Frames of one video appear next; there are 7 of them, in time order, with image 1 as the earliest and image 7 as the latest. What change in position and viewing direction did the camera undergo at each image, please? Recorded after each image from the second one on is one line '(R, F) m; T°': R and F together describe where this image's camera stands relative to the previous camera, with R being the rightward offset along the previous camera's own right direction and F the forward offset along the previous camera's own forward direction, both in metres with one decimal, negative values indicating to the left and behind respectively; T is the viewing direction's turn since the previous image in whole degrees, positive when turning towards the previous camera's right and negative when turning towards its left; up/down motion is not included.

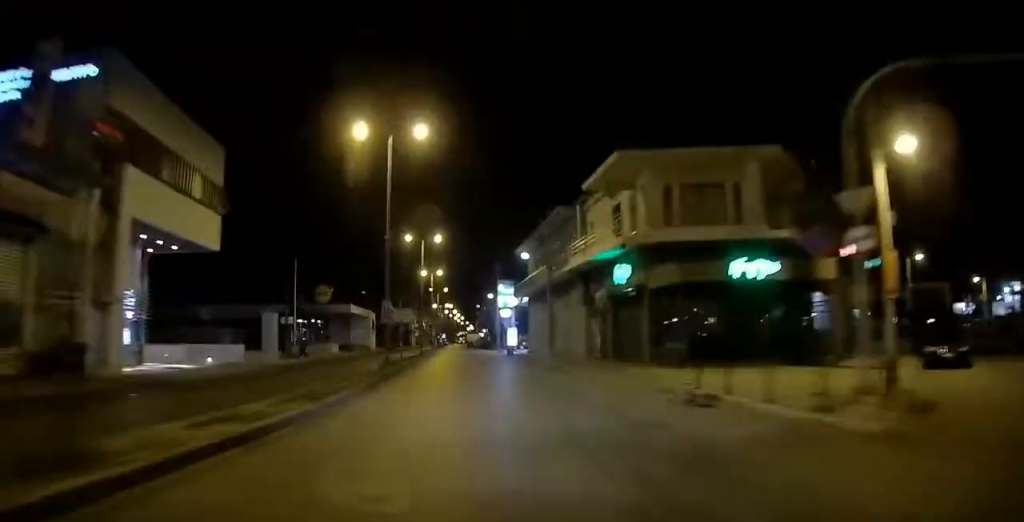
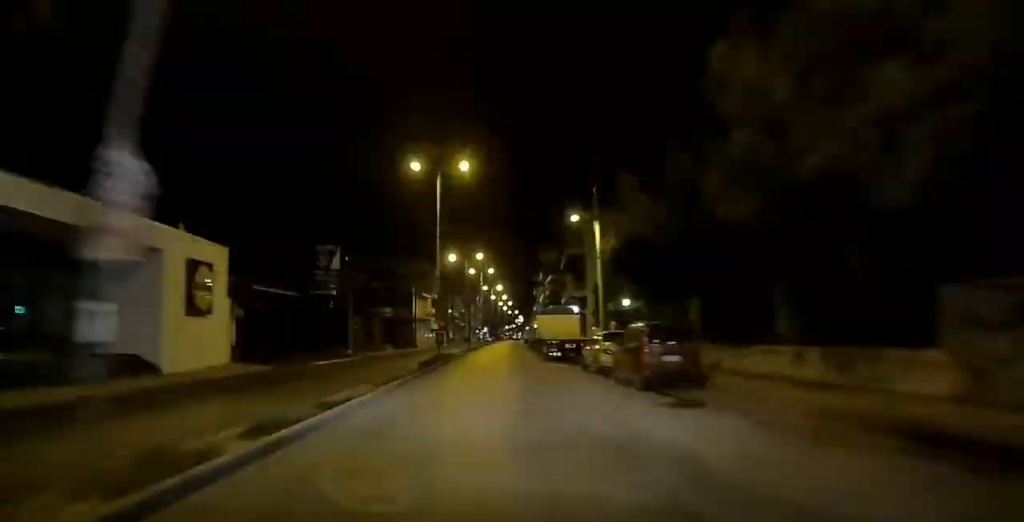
(-1.9, +76.6) m; -1°
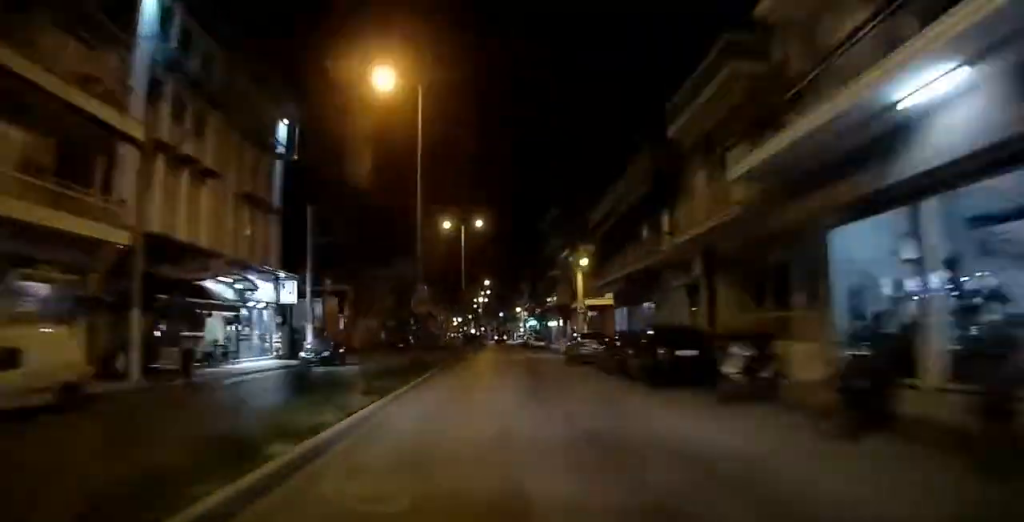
(+2.6, +170.1) m; +2°
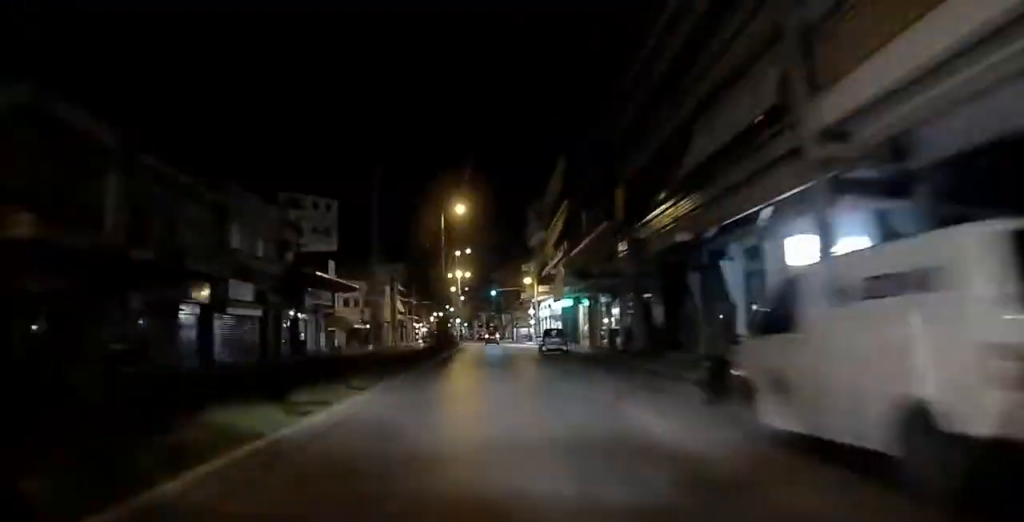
(+0.4, +61.4) m; 0°
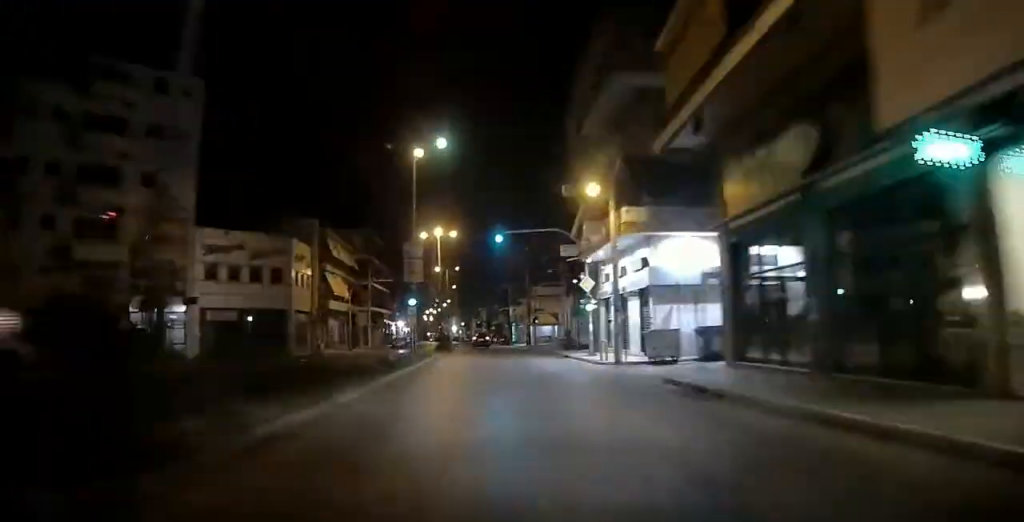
(+0.1, +39.6) m; -1°
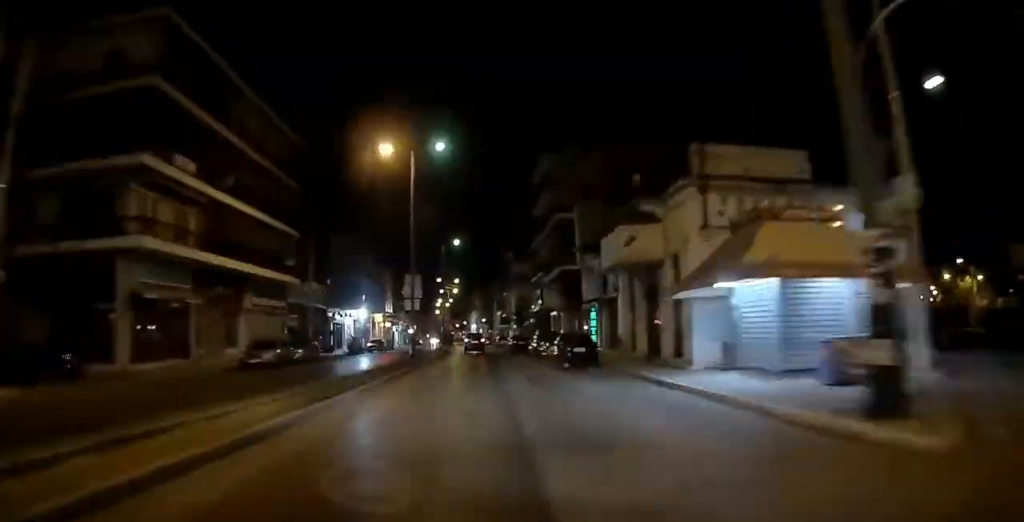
(-0.5, +53.9) m; -2°
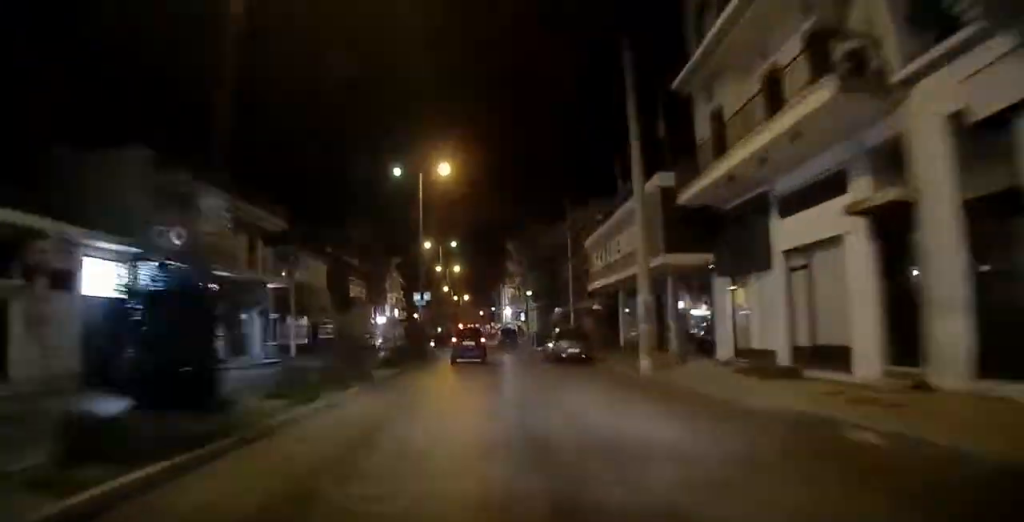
(-2.6, +82.9) m; -2°
